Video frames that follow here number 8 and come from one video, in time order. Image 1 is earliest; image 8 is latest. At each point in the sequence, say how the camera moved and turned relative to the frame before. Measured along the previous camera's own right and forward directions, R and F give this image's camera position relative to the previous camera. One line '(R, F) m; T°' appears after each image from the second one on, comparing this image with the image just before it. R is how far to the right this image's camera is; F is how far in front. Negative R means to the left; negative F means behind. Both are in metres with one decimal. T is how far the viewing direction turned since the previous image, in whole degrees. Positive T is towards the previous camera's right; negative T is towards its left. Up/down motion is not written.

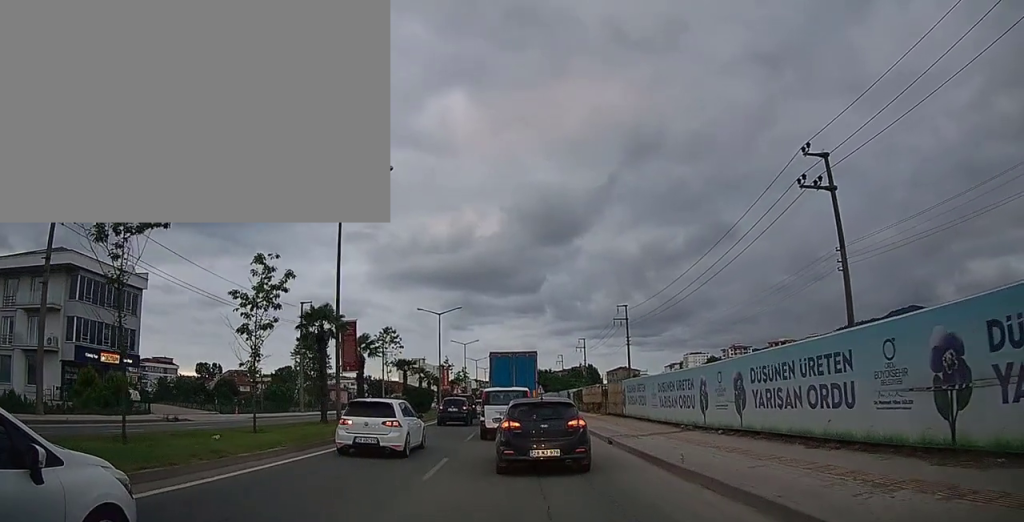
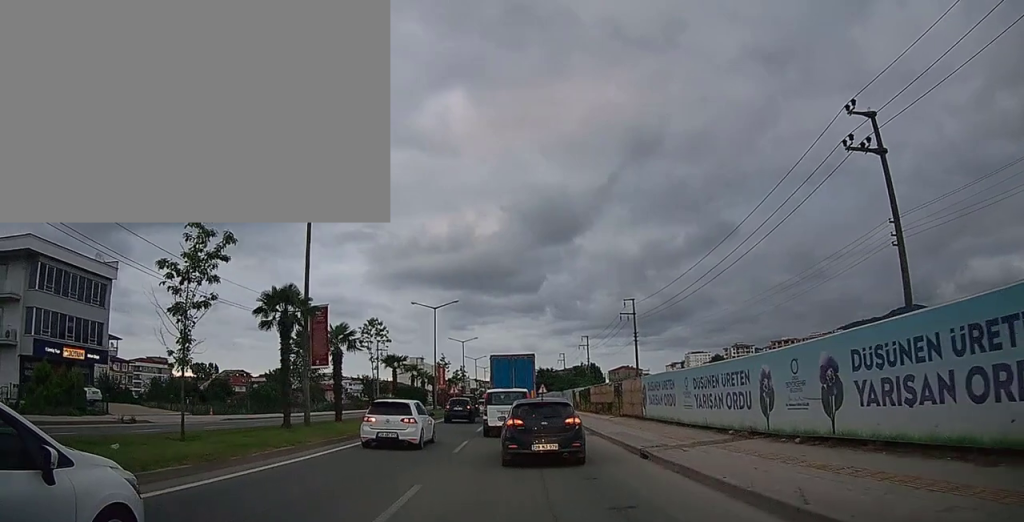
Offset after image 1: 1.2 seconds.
(-0.3, +4.3) m; -3°
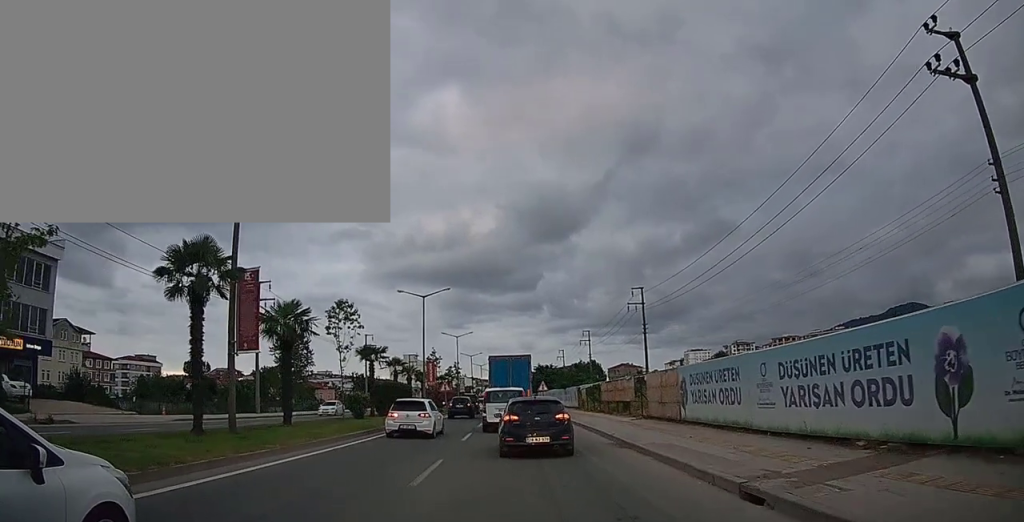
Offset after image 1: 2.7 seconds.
(+0.1, +6.1) m; +1°
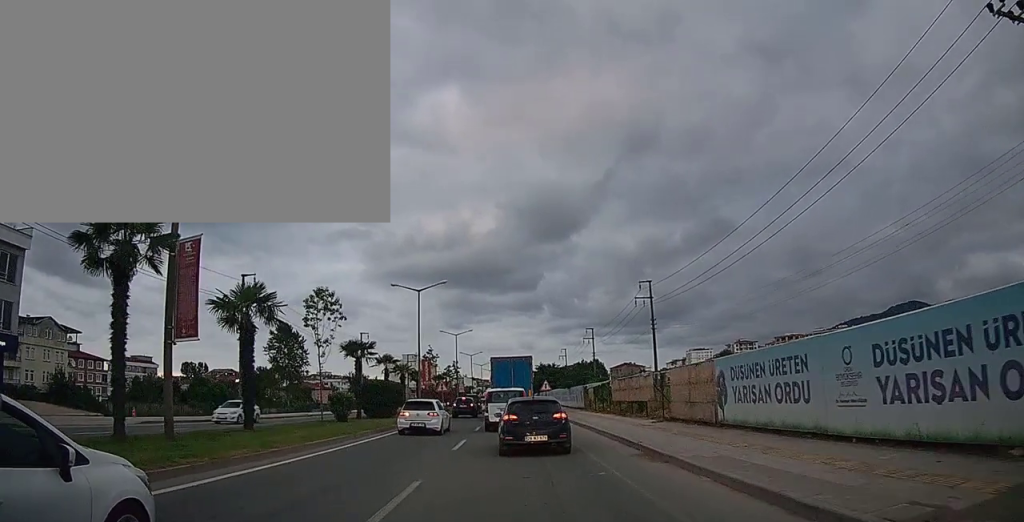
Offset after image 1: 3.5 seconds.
(0.0, +3.4) m; +1°
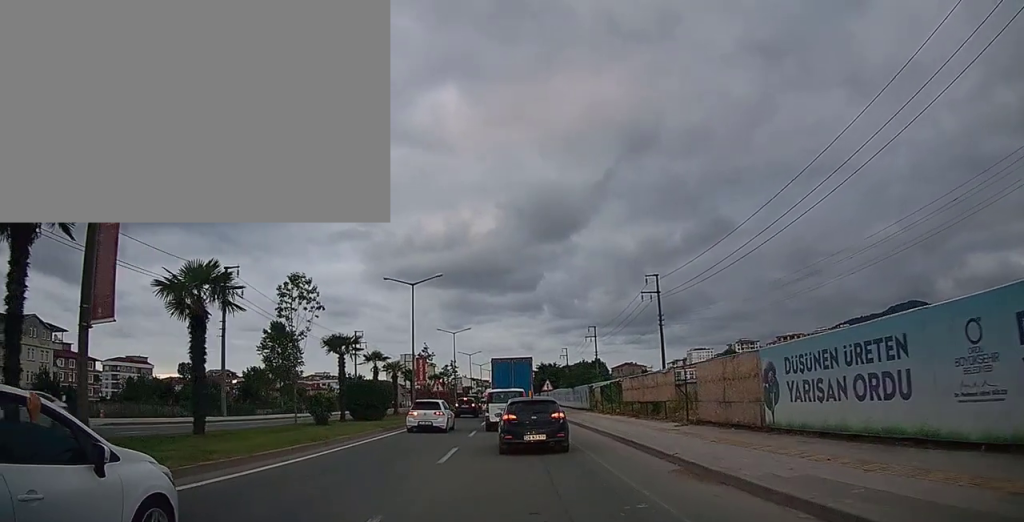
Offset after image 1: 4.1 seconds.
(+0.2, +3.2) m; 0°
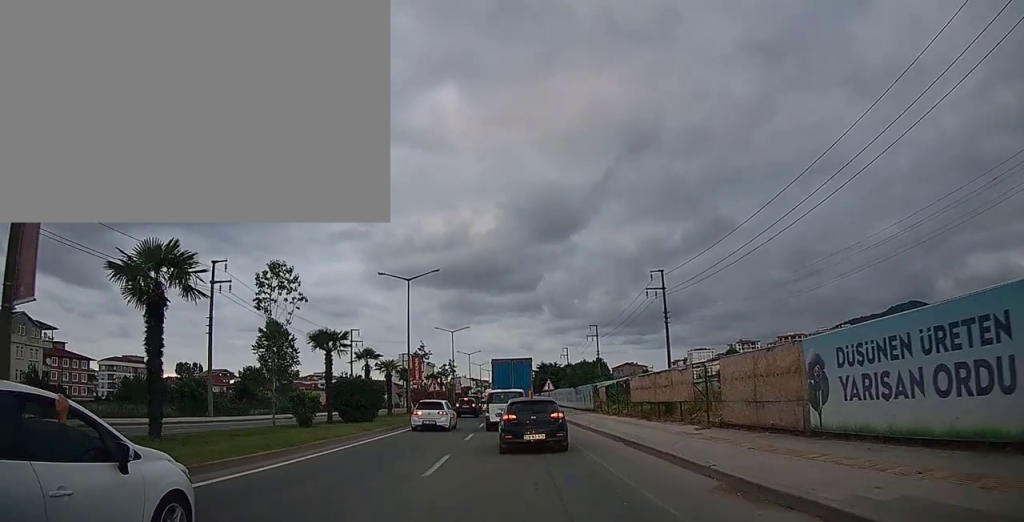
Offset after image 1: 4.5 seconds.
(-0.1, +2.0) m; -1°
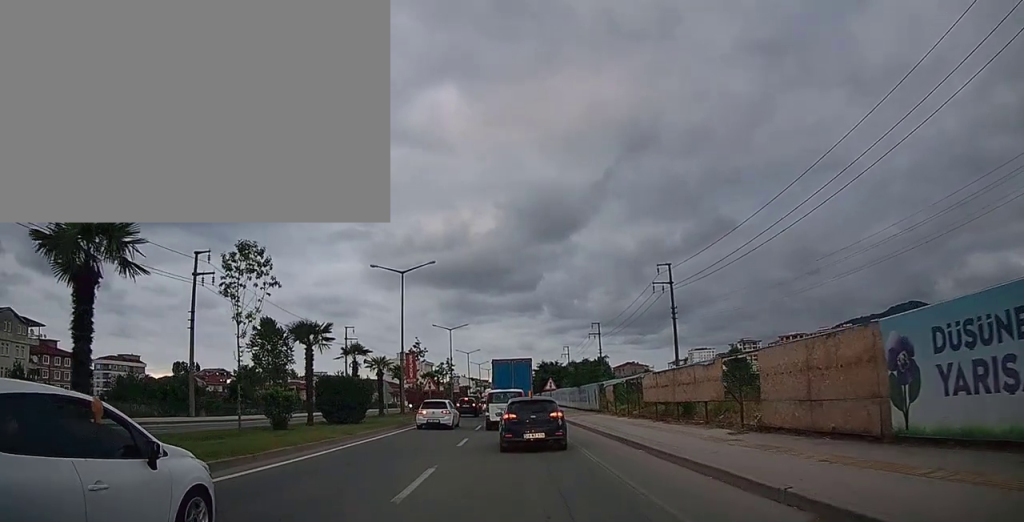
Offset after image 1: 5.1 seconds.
(-0.1, +2.9) m; -2°
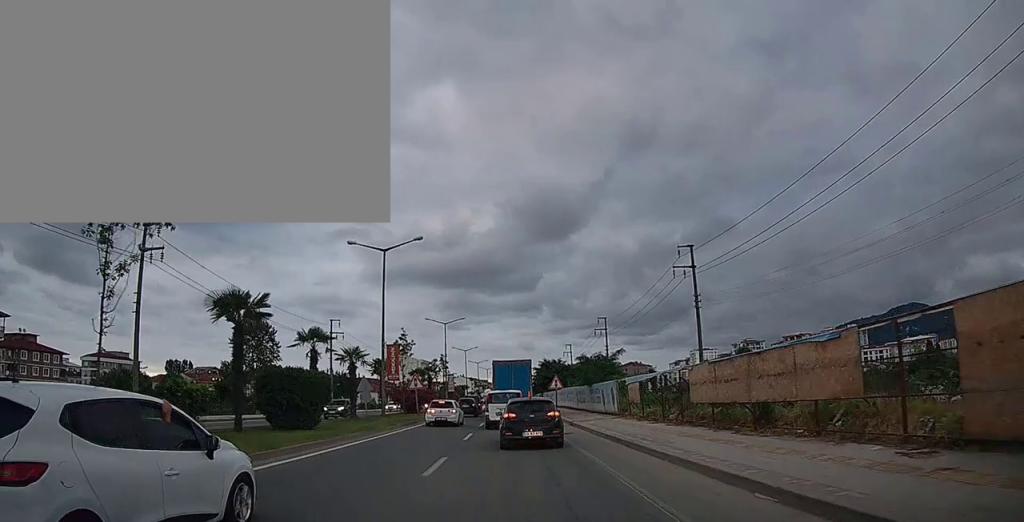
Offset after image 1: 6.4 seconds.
(-0.1, +6.7) m; +1°
